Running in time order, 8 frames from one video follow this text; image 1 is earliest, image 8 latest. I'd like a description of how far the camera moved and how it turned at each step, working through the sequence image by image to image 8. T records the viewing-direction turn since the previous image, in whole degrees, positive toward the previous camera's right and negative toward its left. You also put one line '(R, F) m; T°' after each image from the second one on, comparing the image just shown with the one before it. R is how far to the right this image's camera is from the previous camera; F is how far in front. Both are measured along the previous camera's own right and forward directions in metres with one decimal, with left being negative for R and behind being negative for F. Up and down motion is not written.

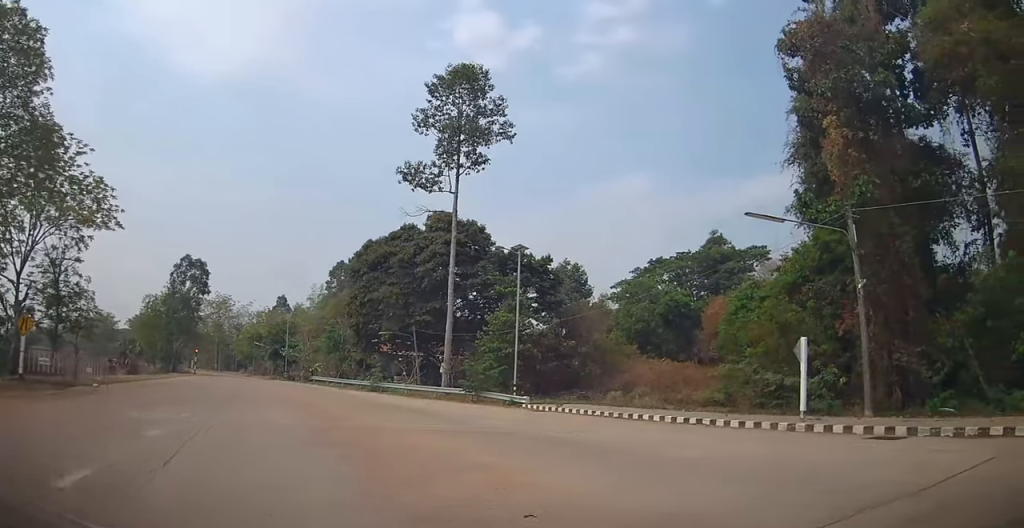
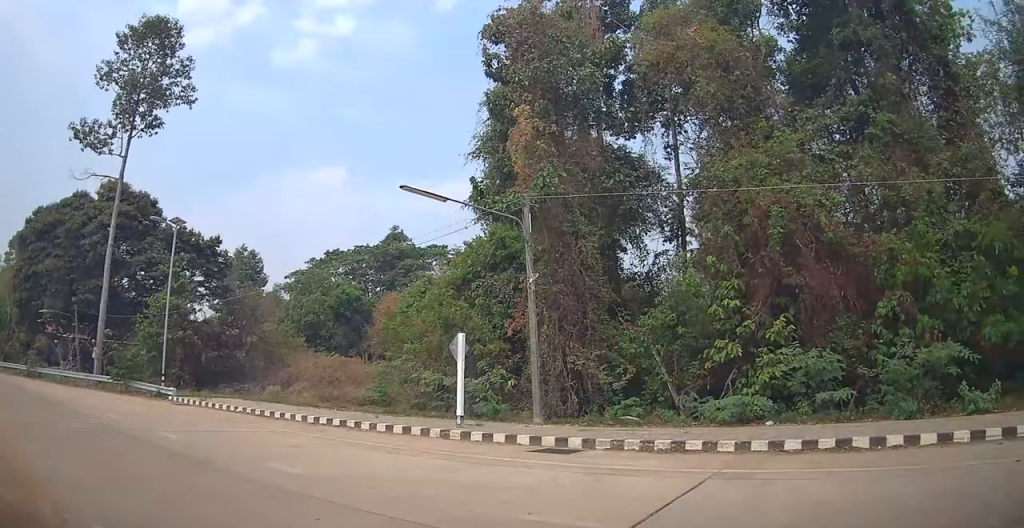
(+1.0, +3.8) m; +26°
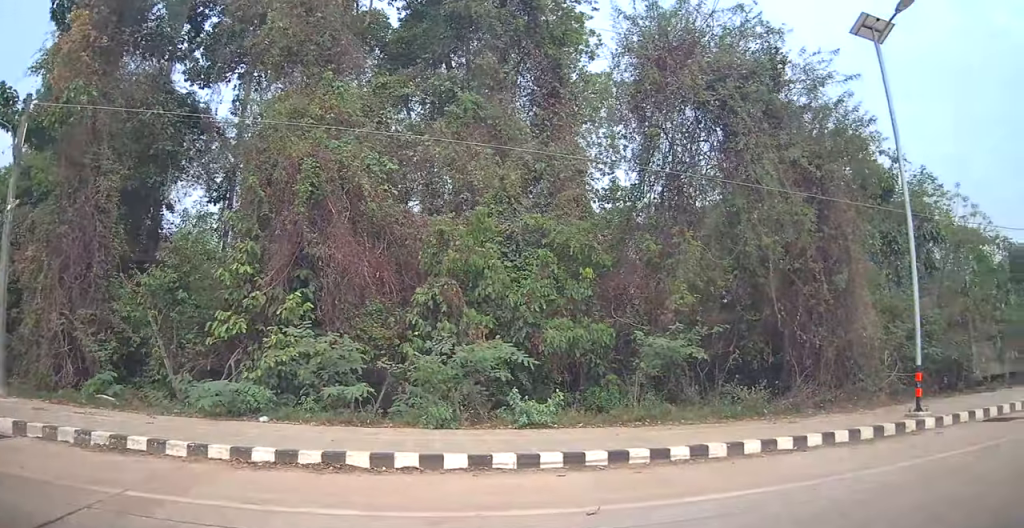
(+1.0, +3.7) m; +40°
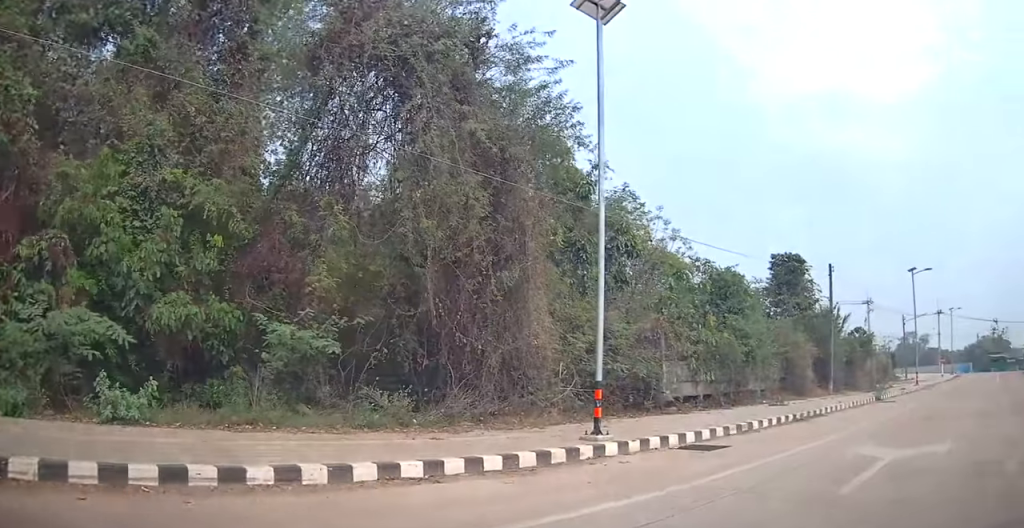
(+0.5, +1.8) m; +34°
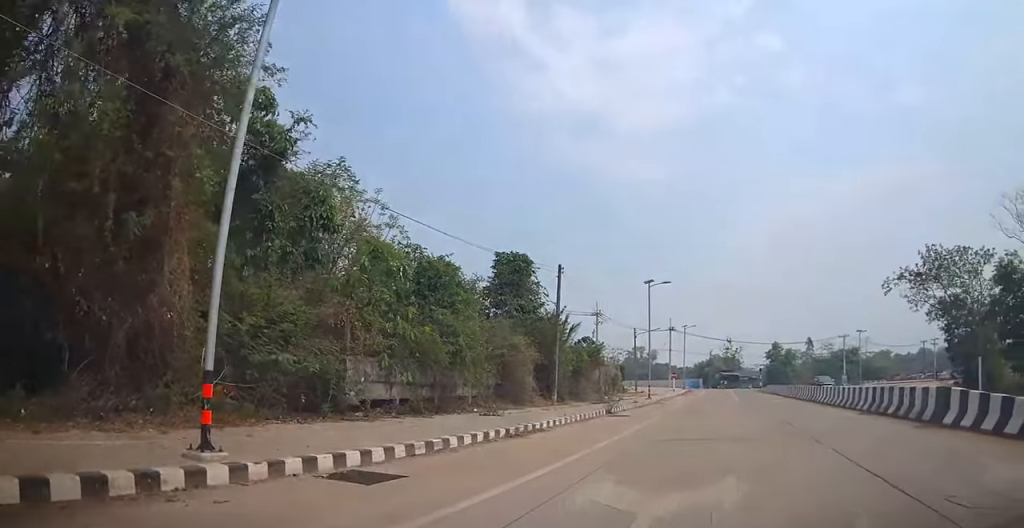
(+0.8, +2.2) m; +33°
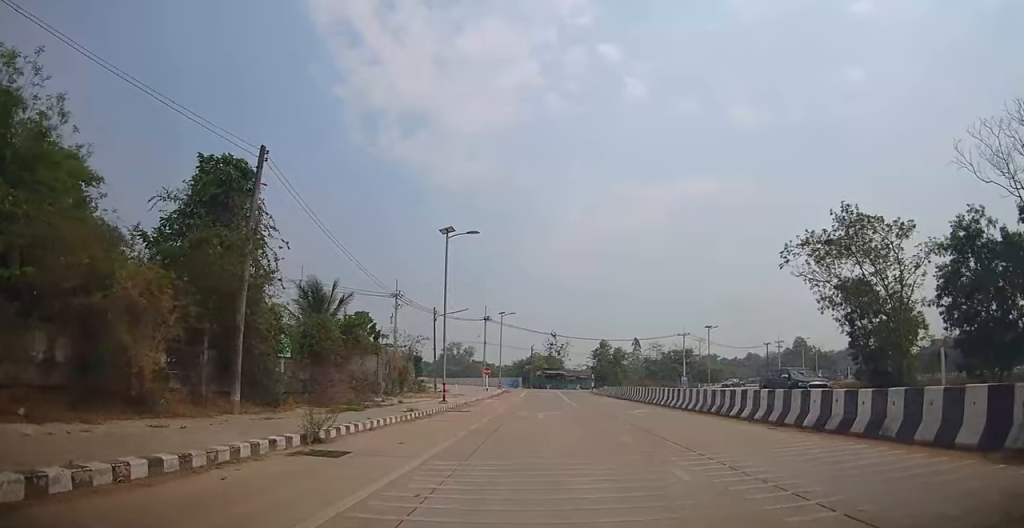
(+3.3, +9.8) m; +25°
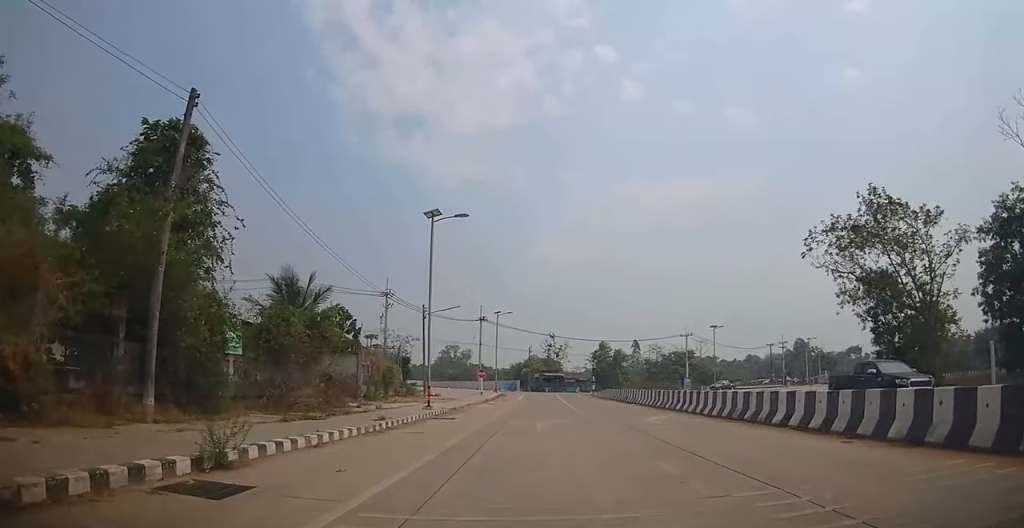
(+0.1, +2.7) m; +2°
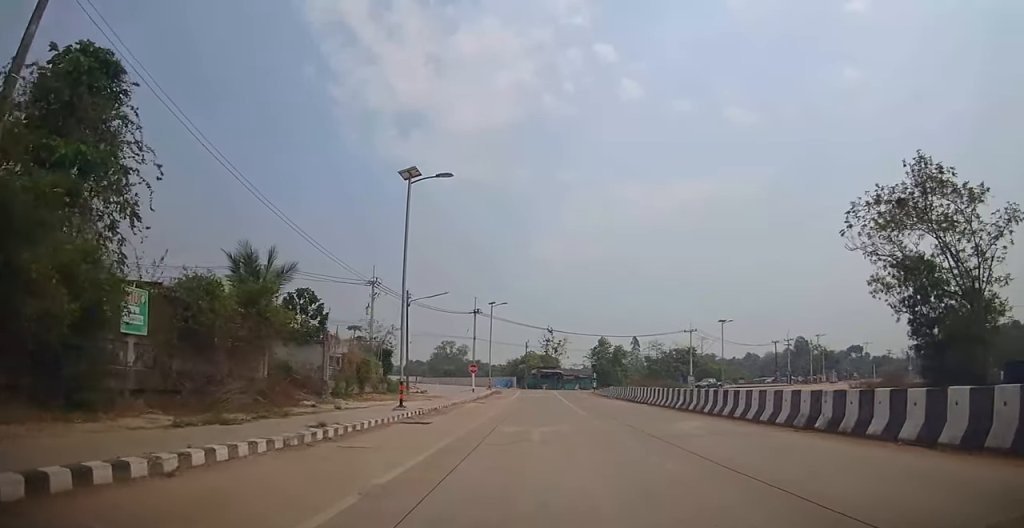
(+0.3, +3.6) m; +2°
